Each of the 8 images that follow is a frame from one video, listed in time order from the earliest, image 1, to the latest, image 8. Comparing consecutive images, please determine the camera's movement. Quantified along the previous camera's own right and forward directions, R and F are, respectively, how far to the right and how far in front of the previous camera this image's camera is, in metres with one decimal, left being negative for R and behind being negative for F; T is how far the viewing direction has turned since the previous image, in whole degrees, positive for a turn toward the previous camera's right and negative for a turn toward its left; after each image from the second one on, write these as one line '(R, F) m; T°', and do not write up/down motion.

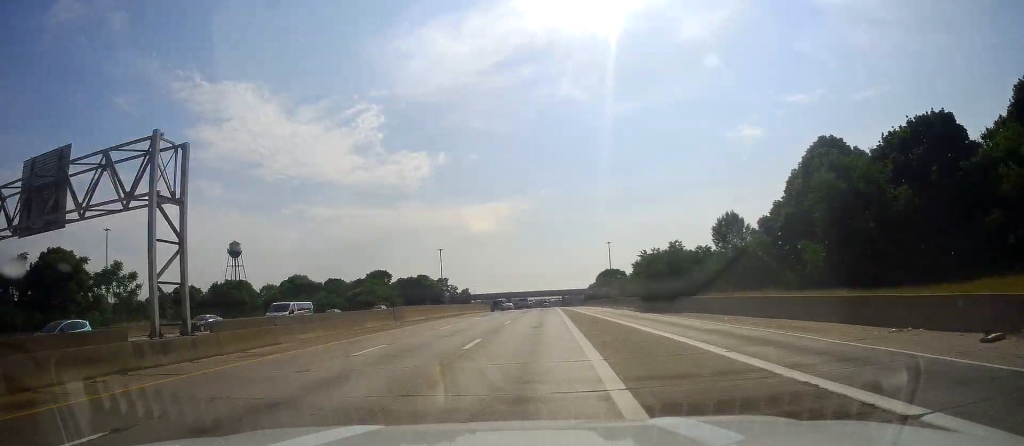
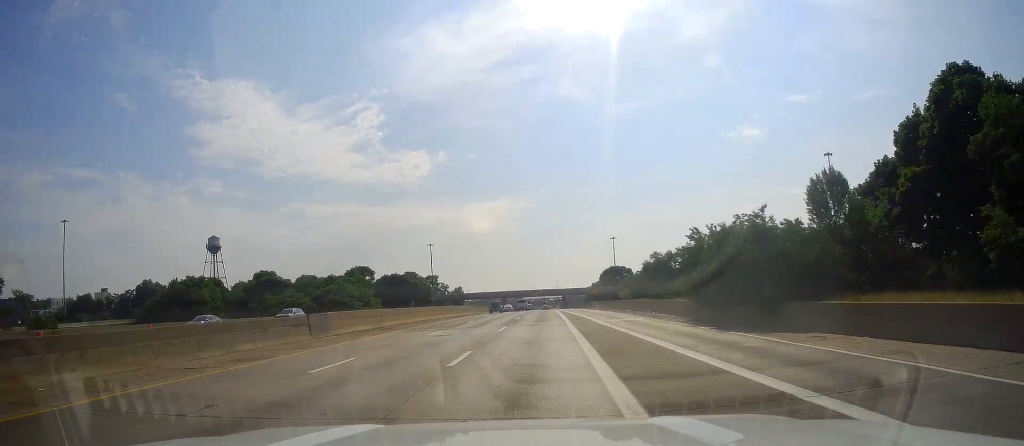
(+0.5, +19.0) m; 0°
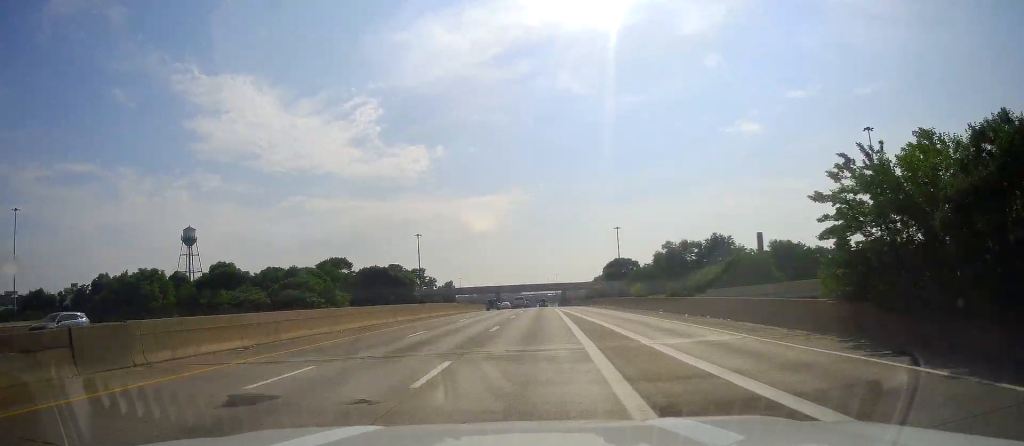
(-0.1, +18.9) m; 0°
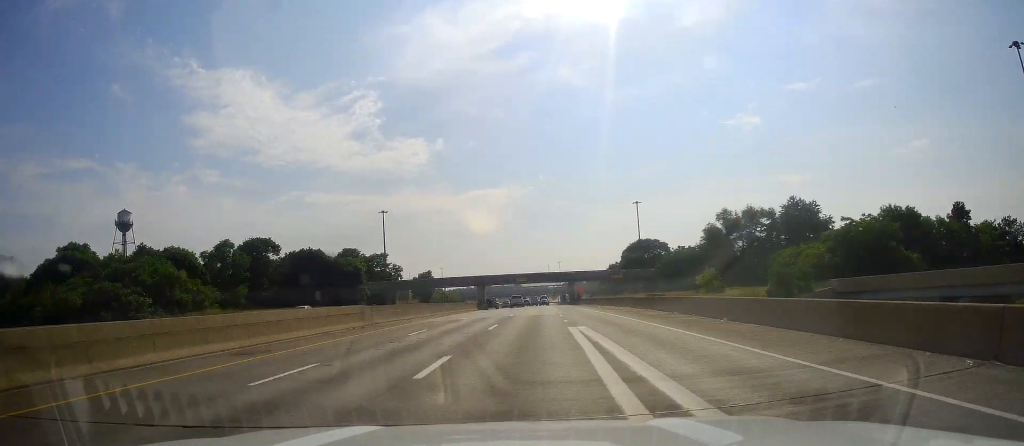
(-0.7, +44.9) m; 0°
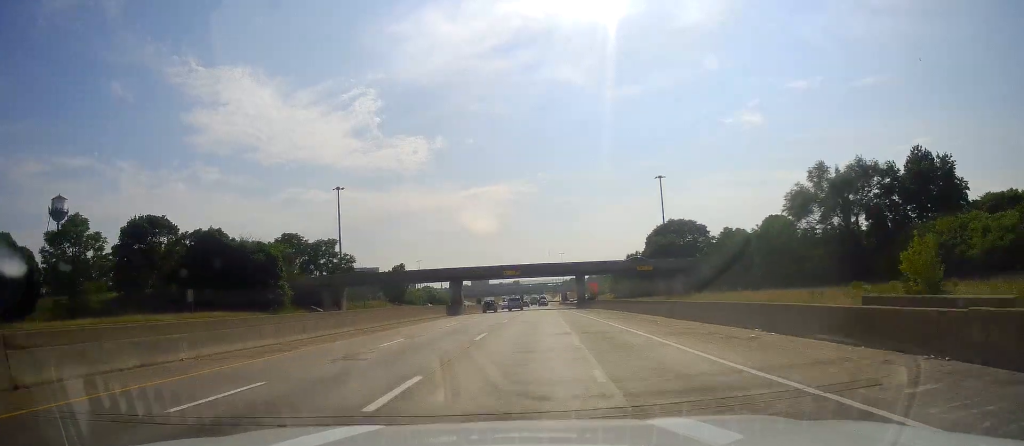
(+0.7, +35.4) m; 0°
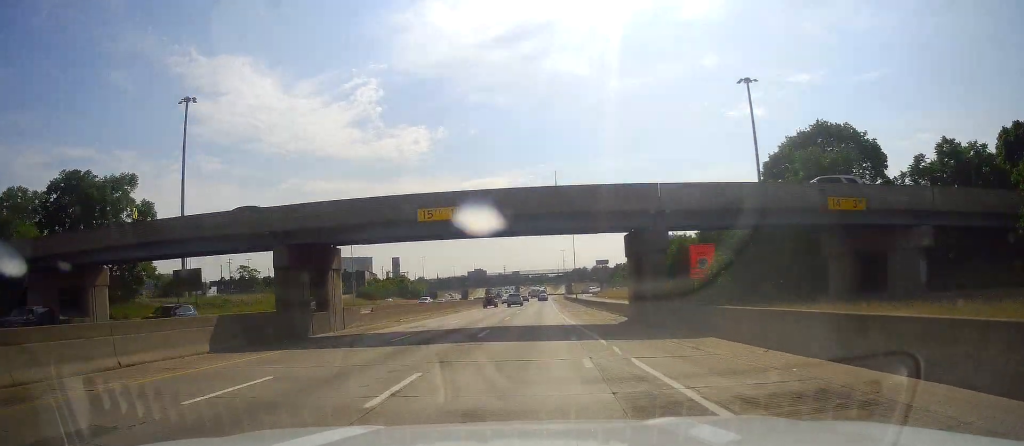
(-0.1, +59.2) m; 0°
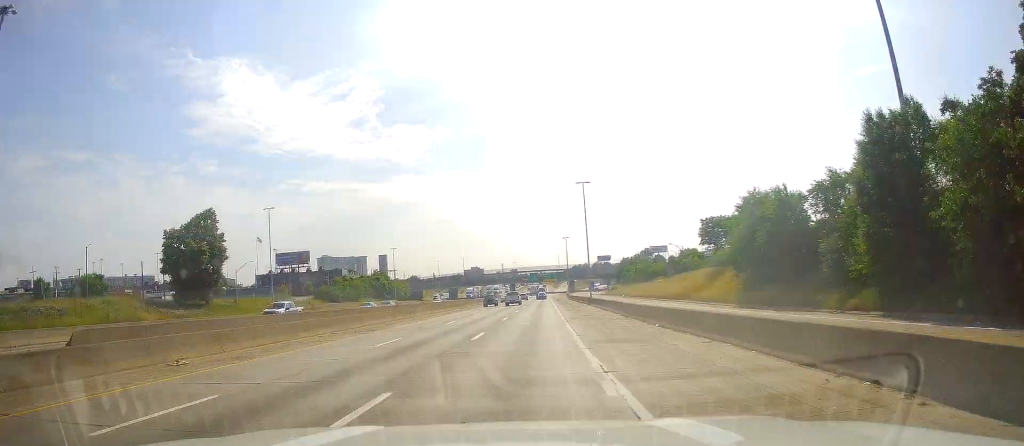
(-0.5, +33.1) m; -1°
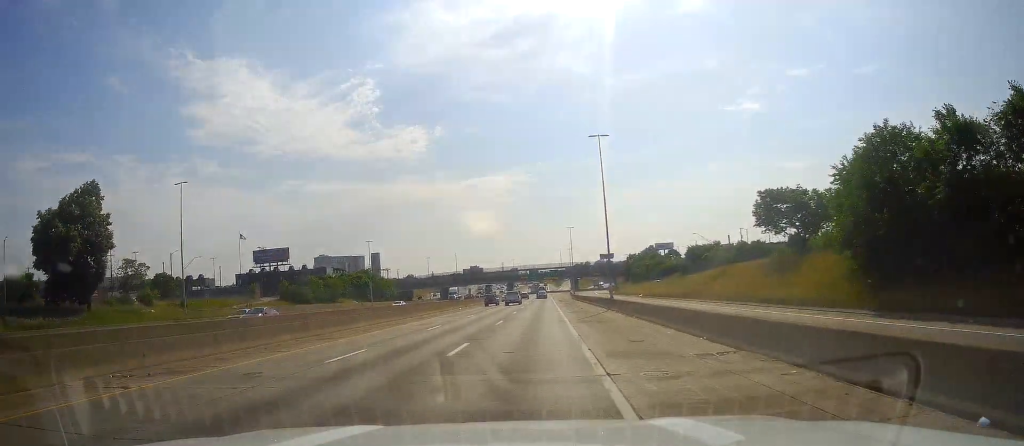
(-0.1, +20.6) m; 0°
